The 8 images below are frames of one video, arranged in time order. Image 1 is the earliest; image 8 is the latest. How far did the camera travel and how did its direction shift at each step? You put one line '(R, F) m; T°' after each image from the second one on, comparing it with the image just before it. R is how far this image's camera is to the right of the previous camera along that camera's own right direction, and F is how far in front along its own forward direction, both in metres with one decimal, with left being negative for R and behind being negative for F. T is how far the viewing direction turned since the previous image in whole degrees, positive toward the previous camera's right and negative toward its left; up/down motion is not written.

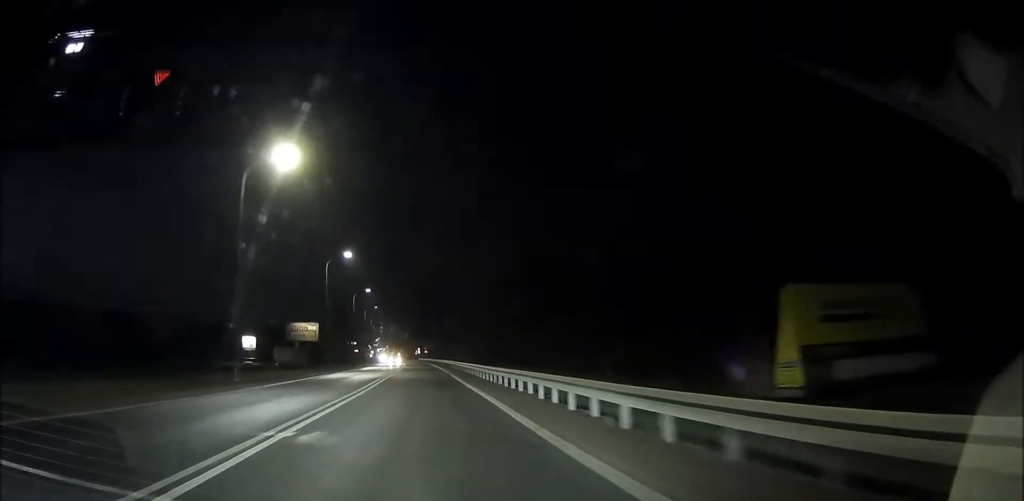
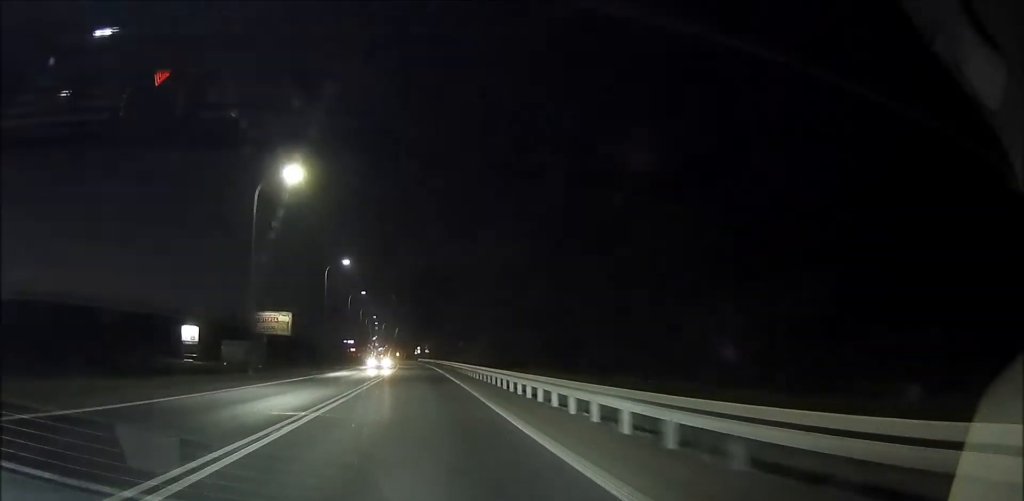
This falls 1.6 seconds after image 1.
(+0.4, +26.4) m; +1°
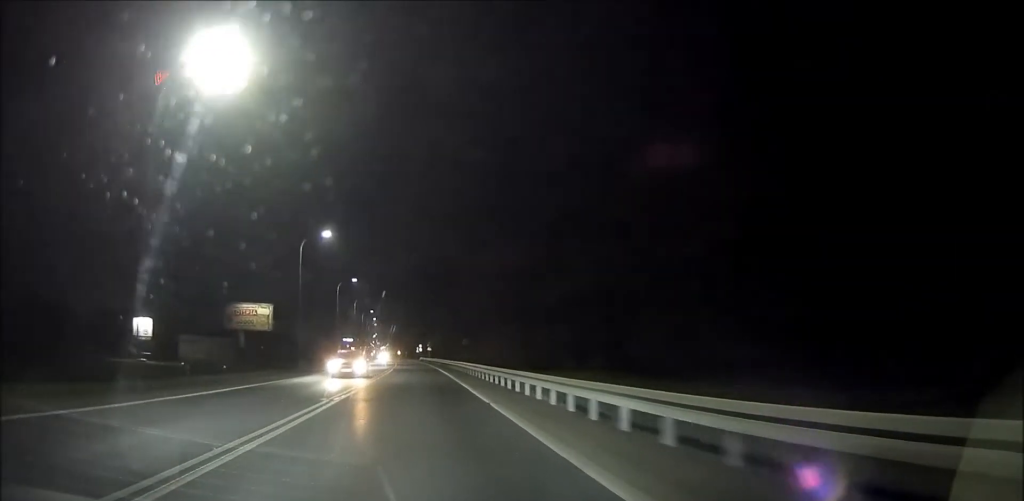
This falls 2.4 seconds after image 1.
(0.0, +13.8) m; 0°
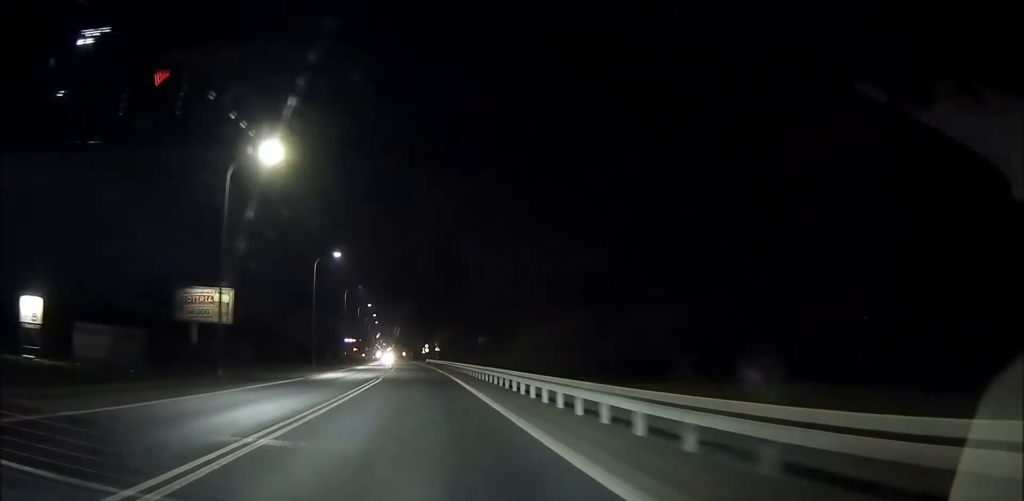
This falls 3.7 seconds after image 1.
(0.0, +20.7) m; -1°
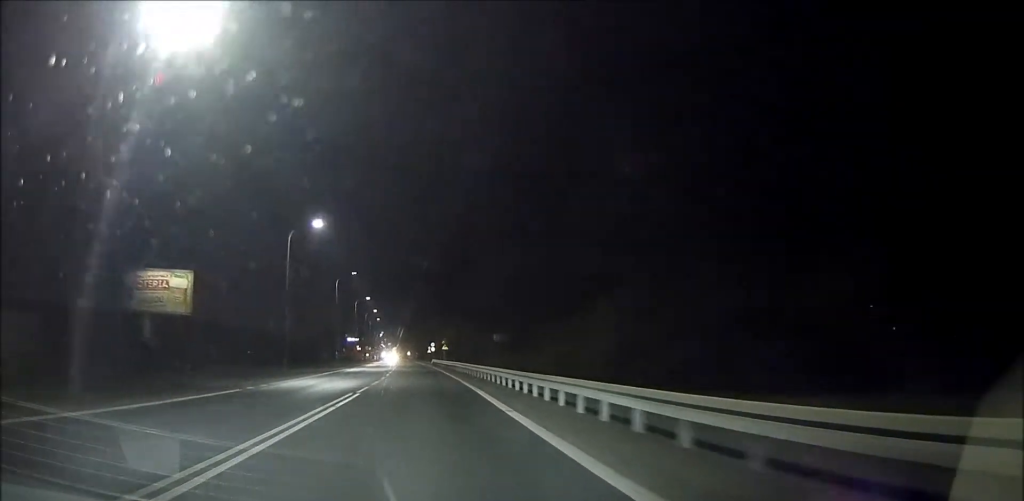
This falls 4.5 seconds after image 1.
(-0.1, +13.6) m; -1°
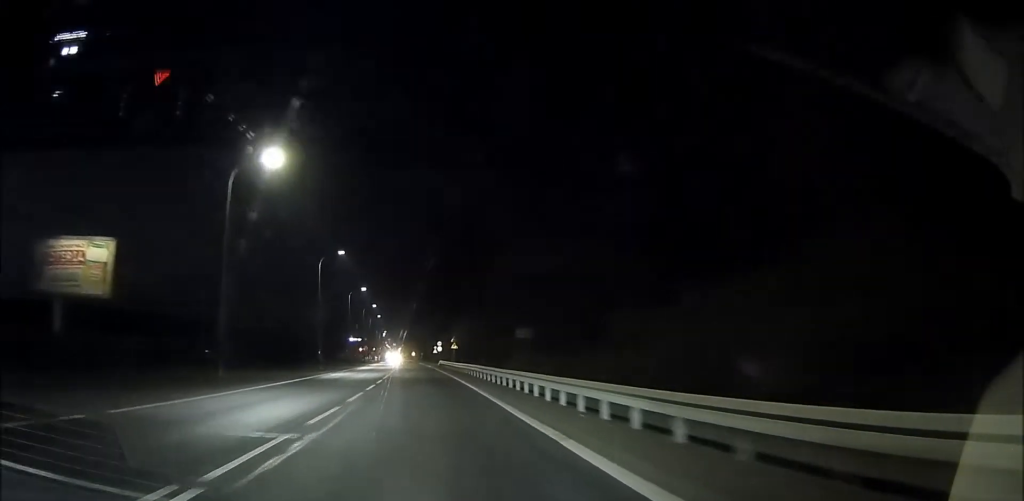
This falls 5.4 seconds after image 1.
(-0.1, +15.4) m; -1°
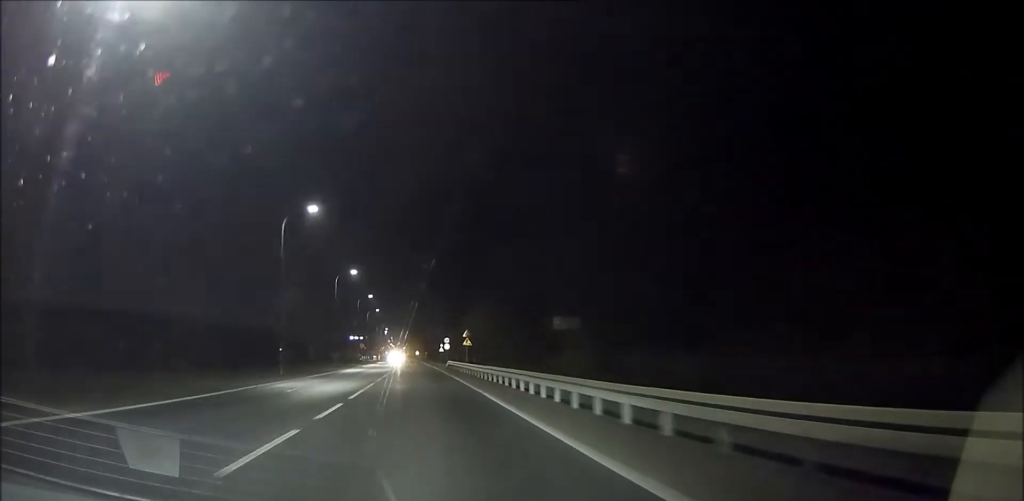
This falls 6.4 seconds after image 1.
(-0.1, +17.3) m; 0°
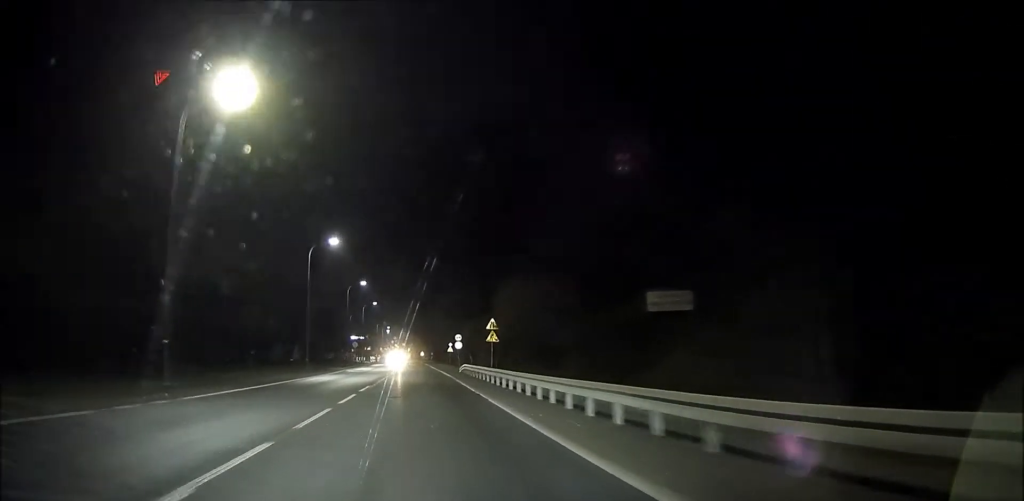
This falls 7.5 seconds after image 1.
(+0.1, +19.7) m; 0°
